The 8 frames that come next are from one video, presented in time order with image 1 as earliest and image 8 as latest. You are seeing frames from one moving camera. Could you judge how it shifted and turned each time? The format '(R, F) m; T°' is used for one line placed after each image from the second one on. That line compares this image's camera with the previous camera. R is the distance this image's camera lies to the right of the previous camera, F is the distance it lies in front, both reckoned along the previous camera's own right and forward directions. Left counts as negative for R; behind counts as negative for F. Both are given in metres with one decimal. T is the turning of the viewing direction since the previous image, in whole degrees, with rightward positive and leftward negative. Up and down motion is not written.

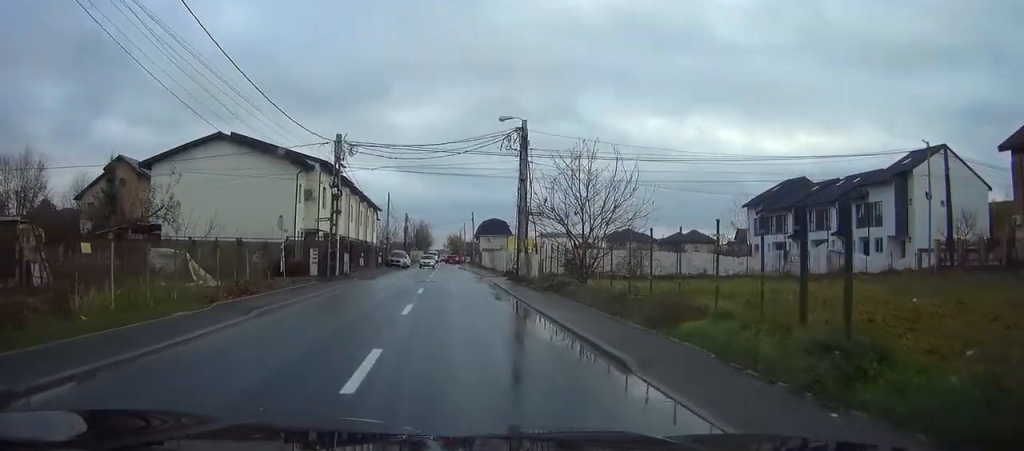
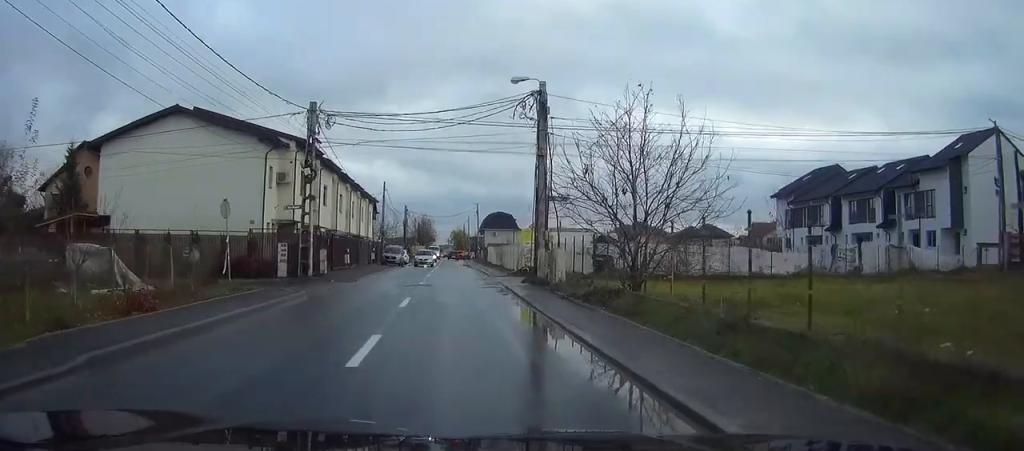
(+0.1, +7.8) m; 0°
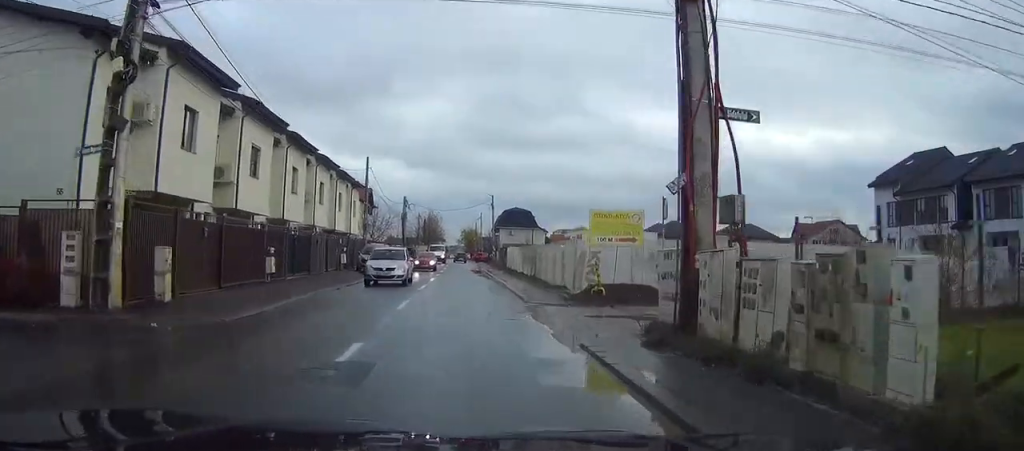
(-0.1, +19.3) m; -1°
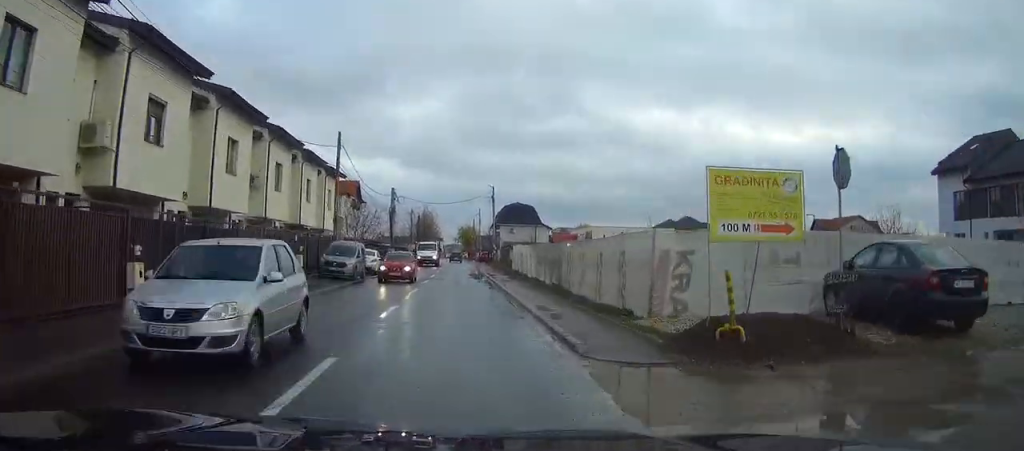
(-0.1, +10.6) m; 0°
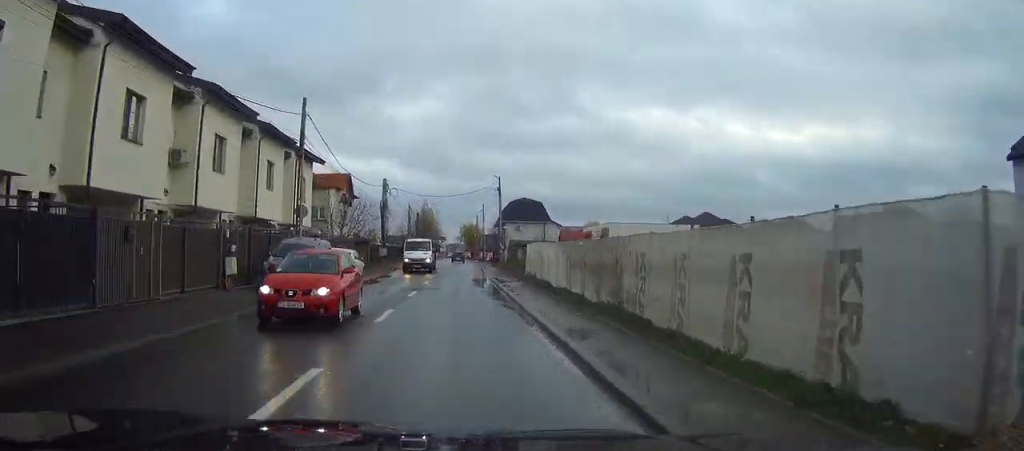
(0.0, +9.7) m; 0°
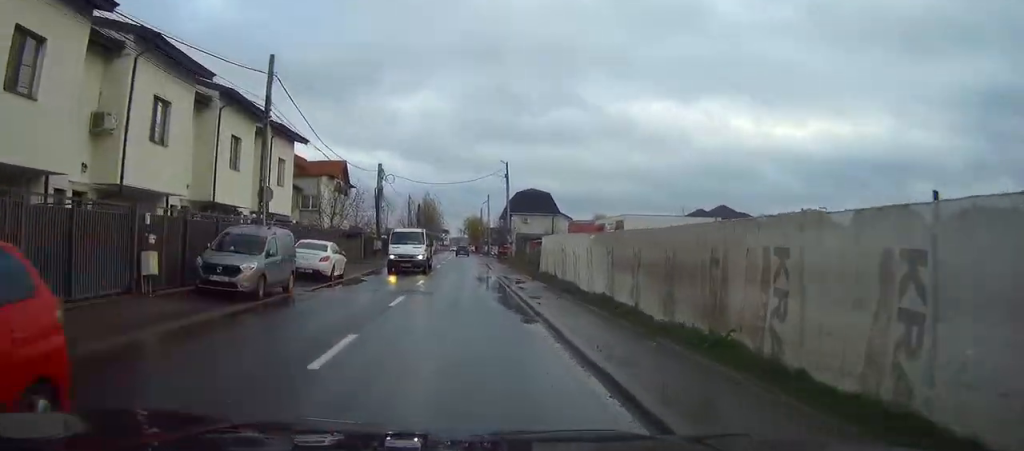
(0.0, +6.3) m; 0°
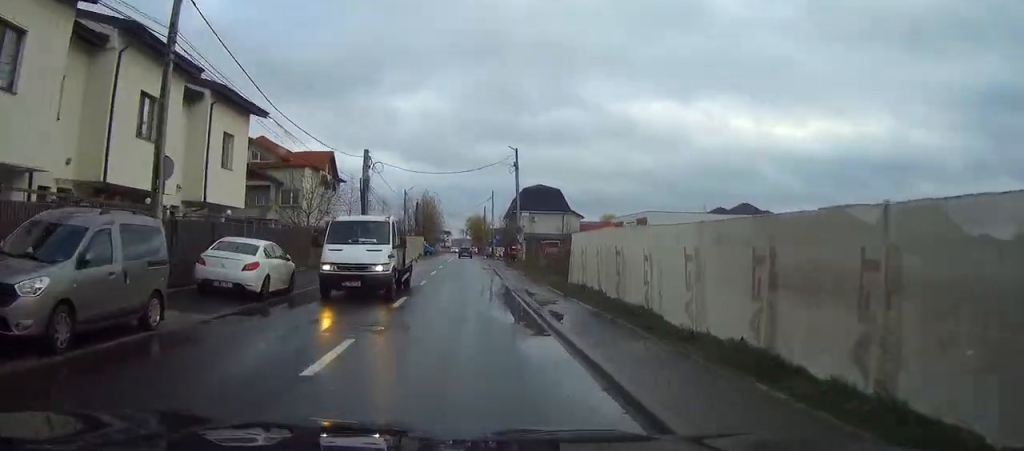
(-0.1, +9.2) m; -1°
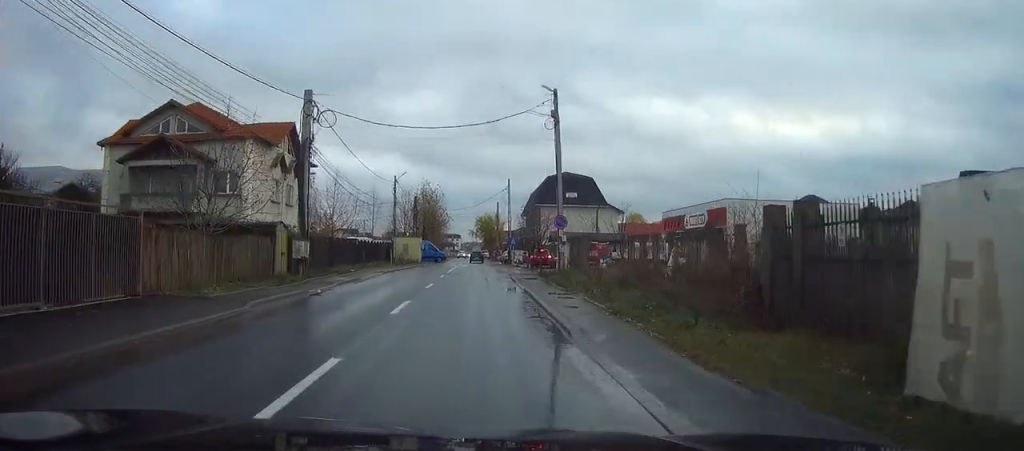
(-0.1, +20.1) m; -1°
